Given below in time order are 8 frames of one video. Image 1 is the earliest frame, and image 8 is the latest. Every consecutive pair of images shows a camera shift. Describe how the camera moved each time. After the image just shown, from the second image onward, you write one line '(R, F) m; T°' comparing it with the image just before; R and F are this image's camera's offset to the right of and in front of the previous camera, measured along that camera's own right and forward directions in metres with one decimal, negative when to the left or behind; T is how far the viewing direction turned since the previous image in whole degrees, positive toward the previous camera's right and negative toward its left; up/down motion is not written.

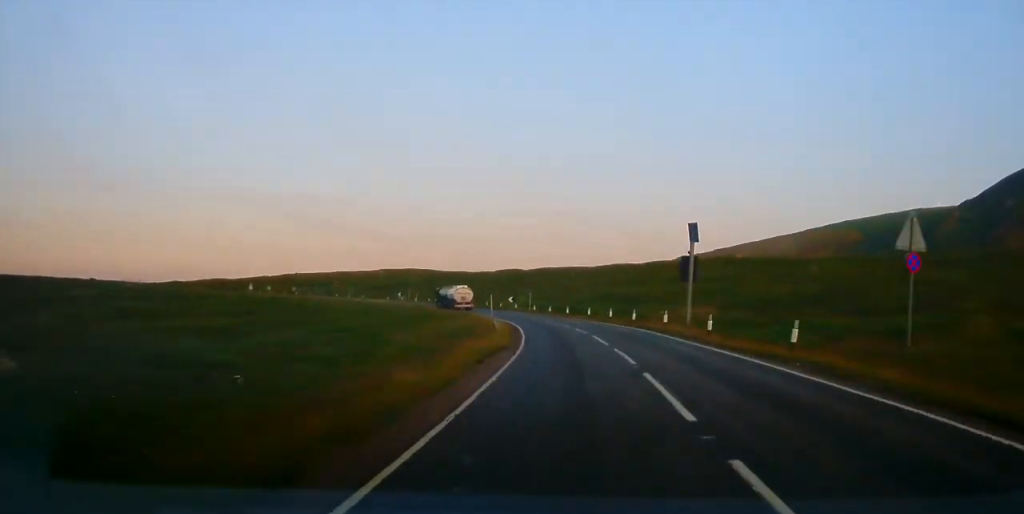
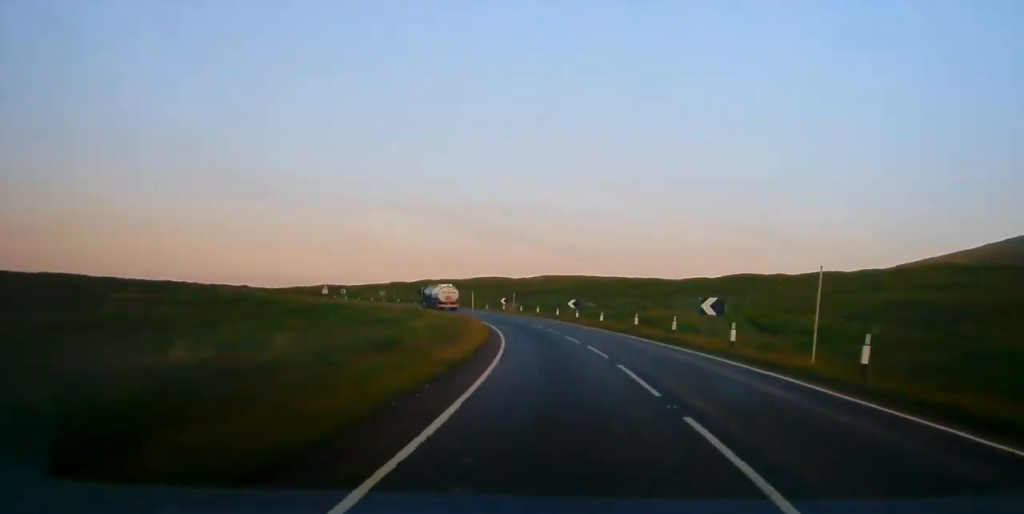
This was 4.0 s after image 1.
(-10.7, +71.5) m; -10°
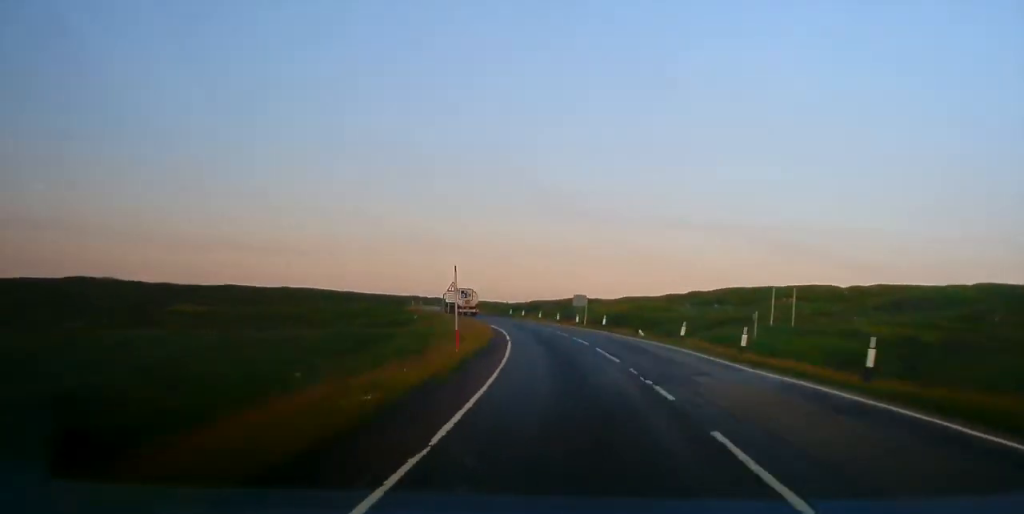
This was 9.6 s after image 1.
(-11.5, +101.3) m; -14°
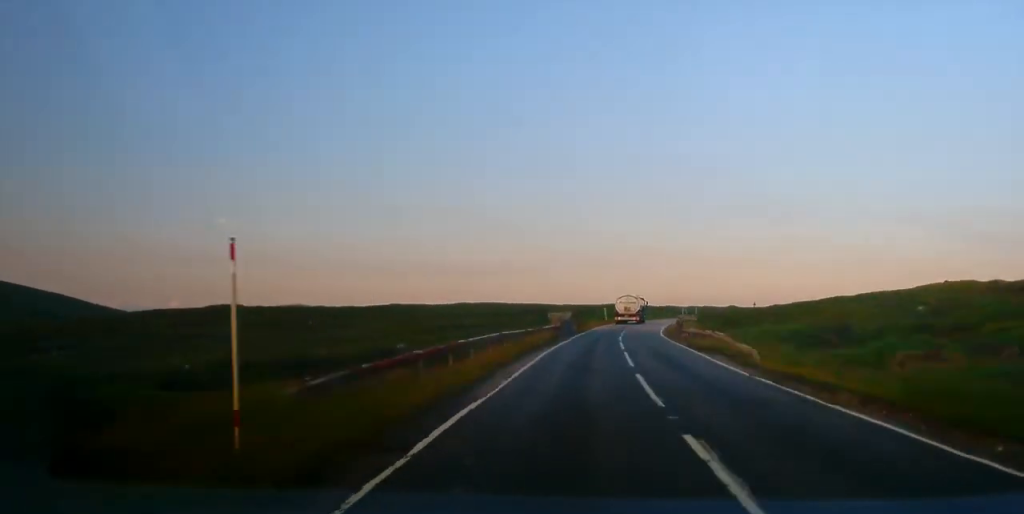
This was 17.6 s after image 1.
(-20.8, +143.4) m; -3°
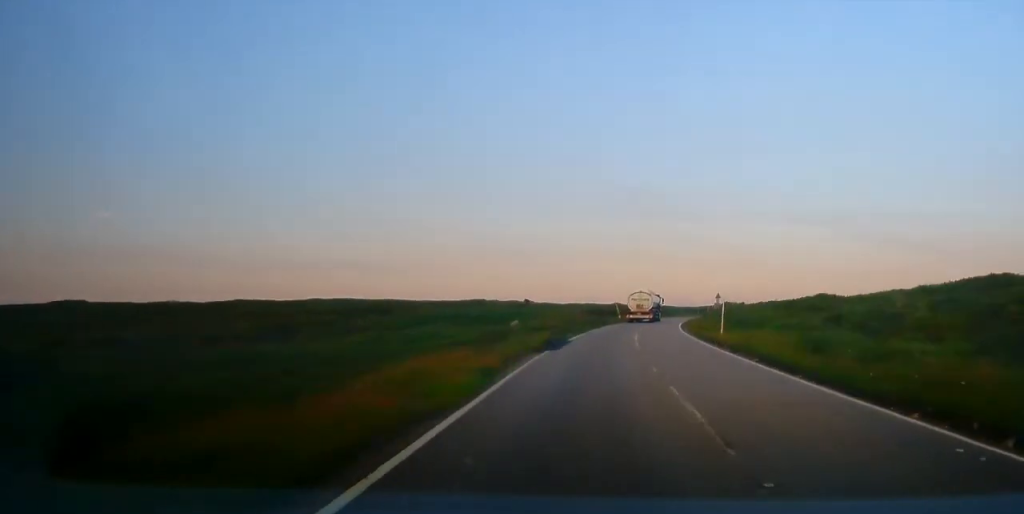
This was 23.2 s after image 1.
(+7.0, +100.0) m; +8°
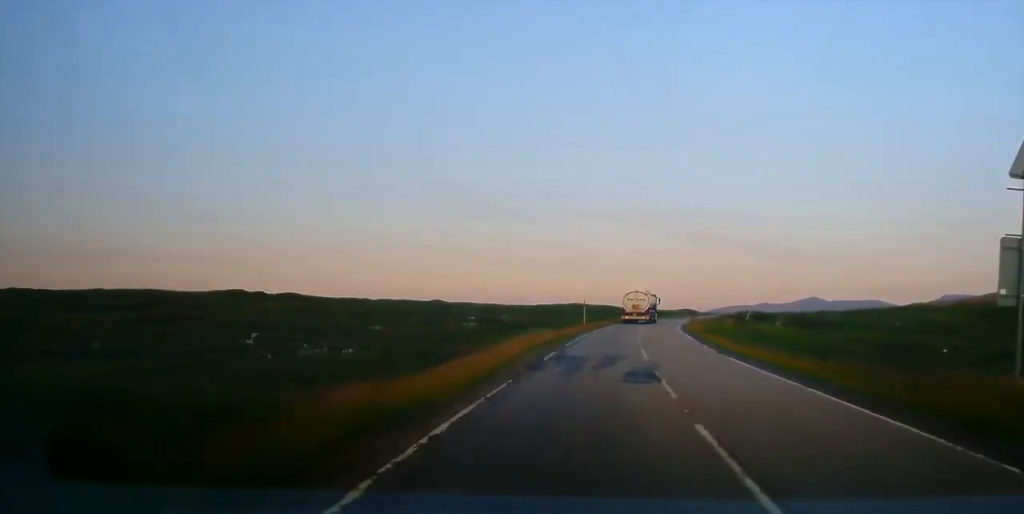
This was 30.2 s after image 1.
(+13.2, +120.9) m; +10°
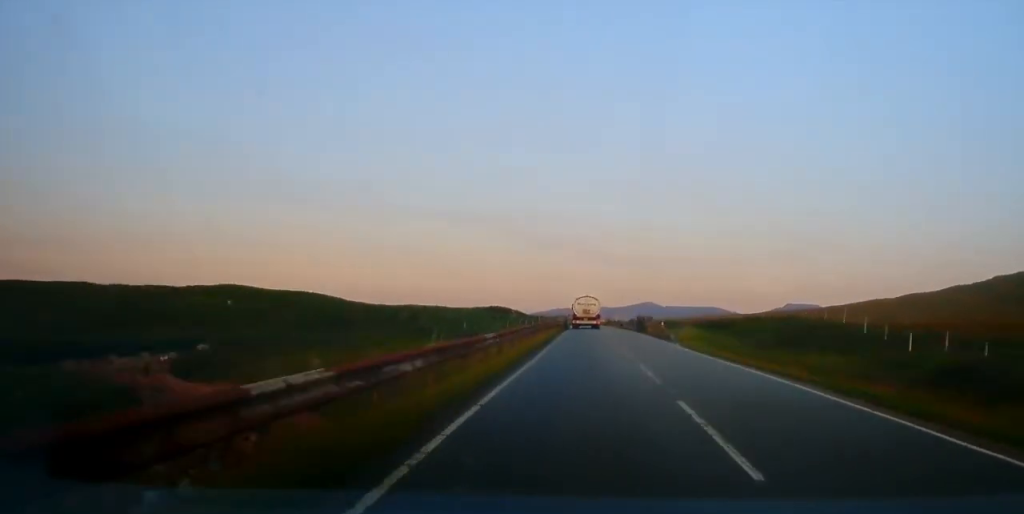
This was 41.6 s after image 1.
(+20.6, +197.5) m; +8°
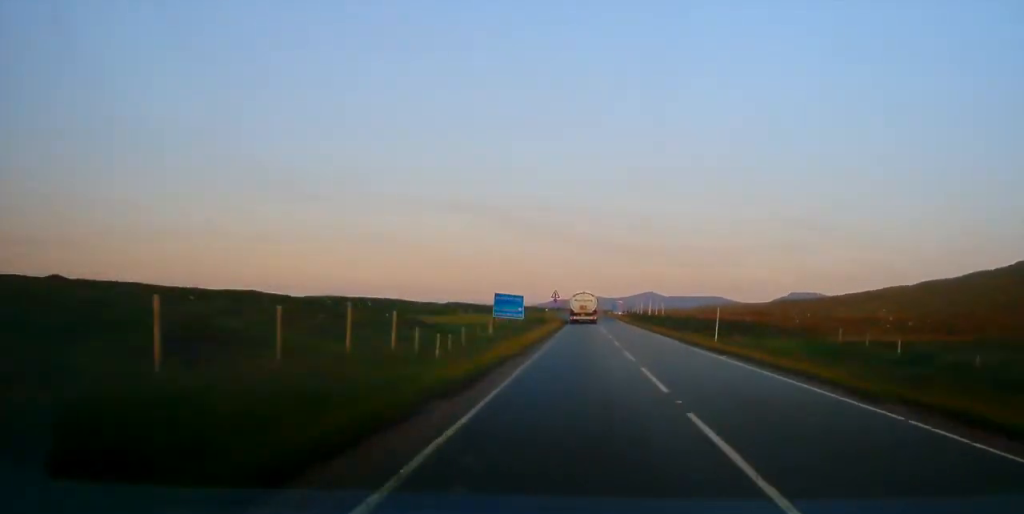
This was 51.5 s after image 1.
(-0.3, +168.7) m; -1°
